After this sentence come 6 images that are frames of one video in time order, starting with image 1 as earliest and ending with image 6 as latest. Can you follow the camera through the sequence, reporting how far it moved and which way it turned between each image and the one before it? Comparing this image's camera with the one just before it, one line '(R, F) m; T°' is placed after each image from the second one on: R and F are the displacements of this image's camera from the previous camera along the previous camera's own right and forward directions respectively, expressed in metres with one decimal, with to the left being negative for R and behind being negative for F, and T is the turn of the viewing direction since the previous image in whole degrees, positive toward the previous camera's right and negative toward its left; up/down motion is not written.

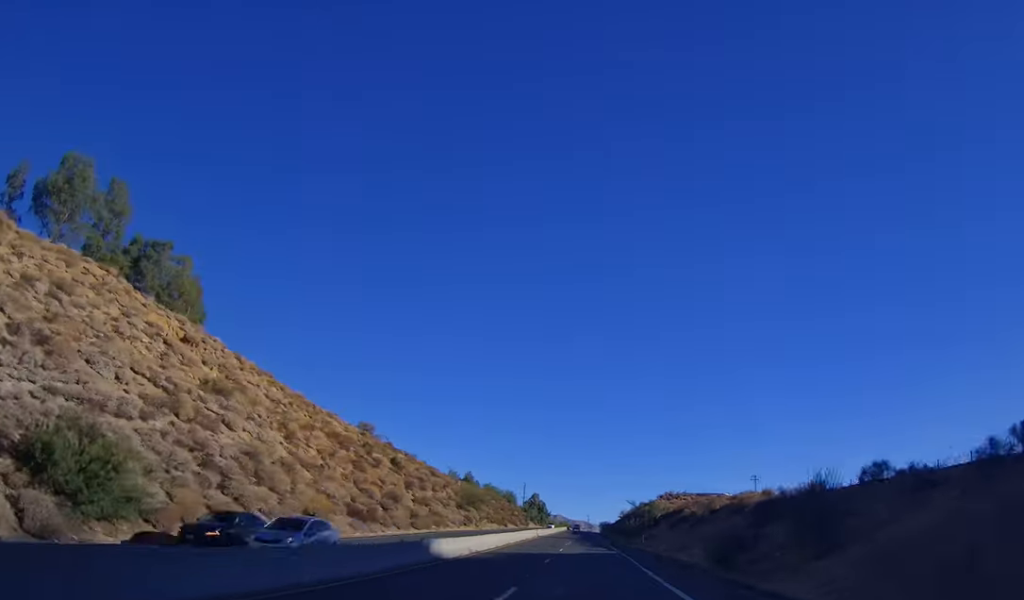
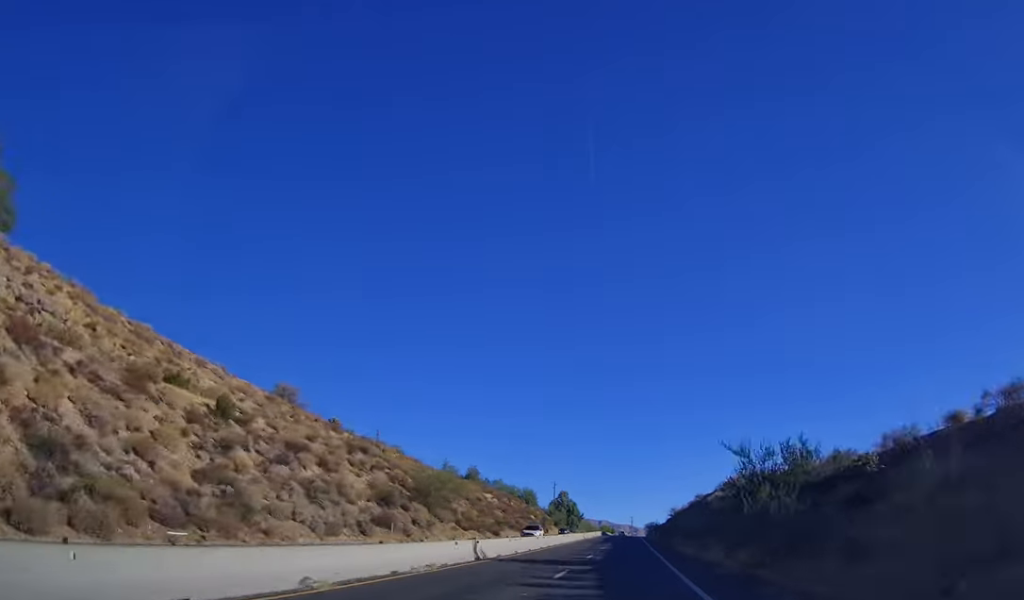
(-4.7, +51.8) m; -8°
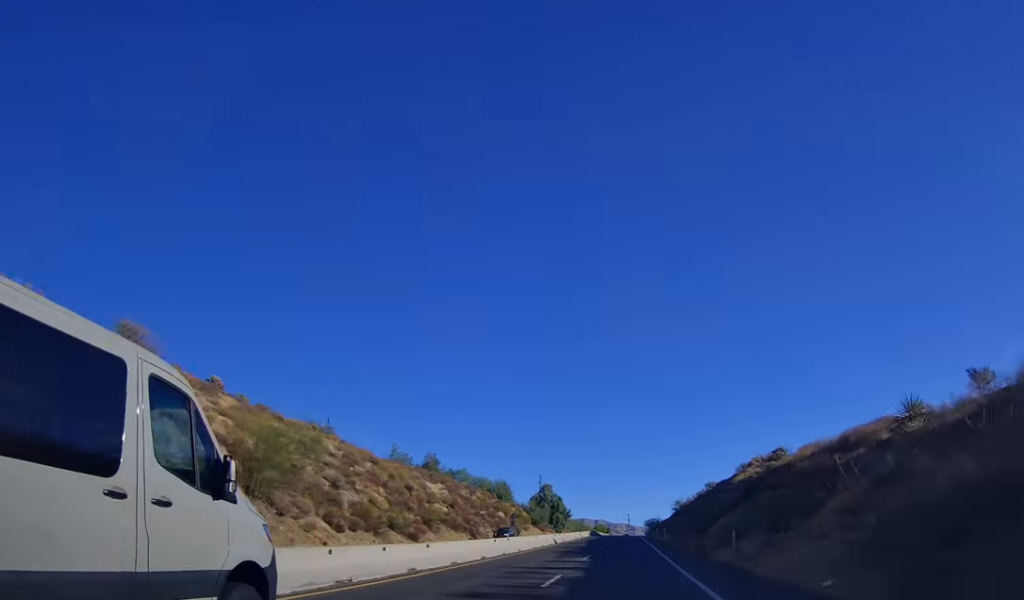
(-1.1, +32.8) m; -3°
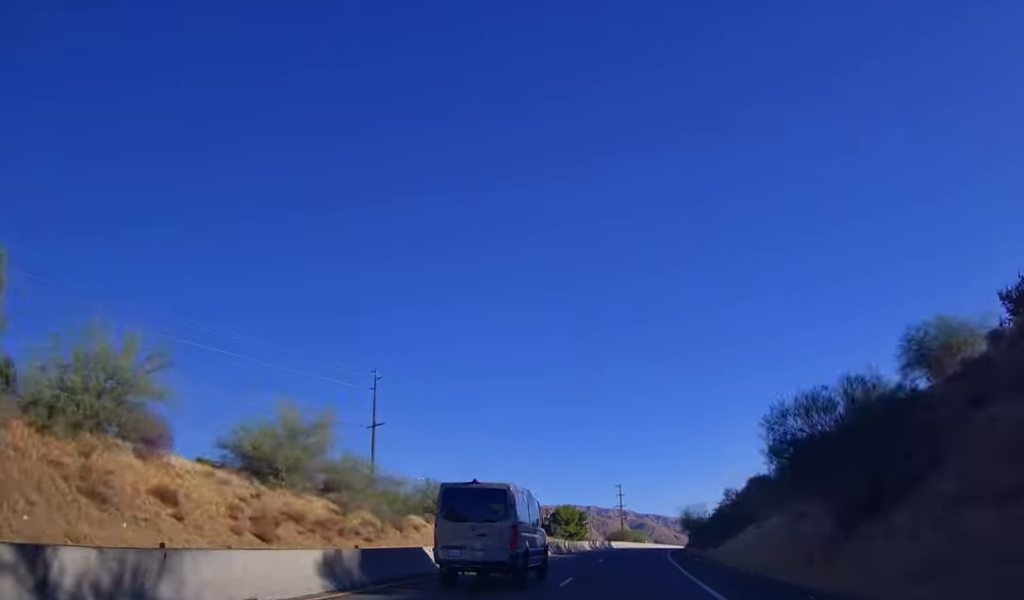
(-3.0, +159.3) m; -1°
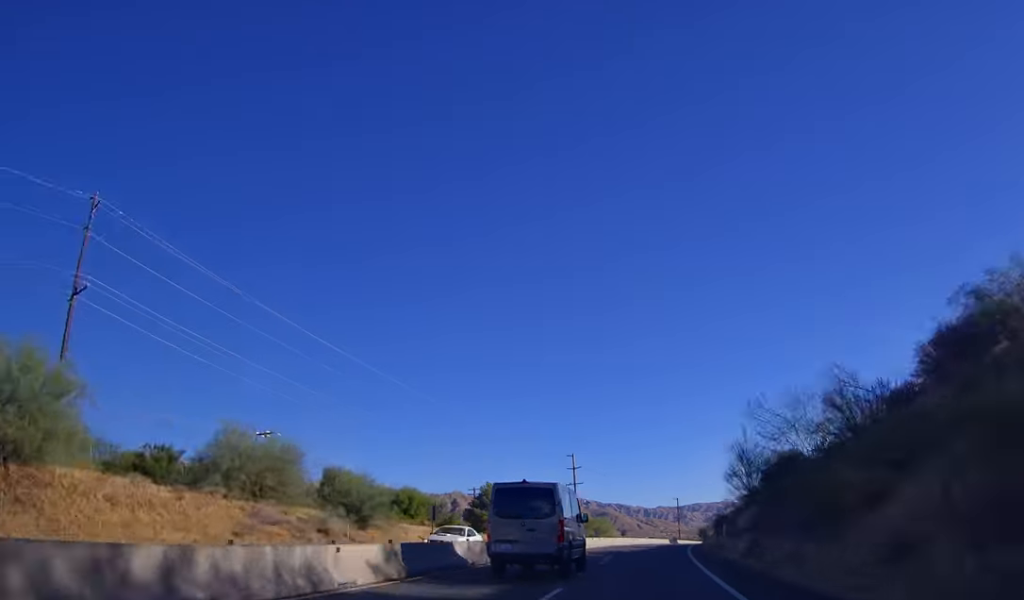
(+0.3, +50.2) m; +1°
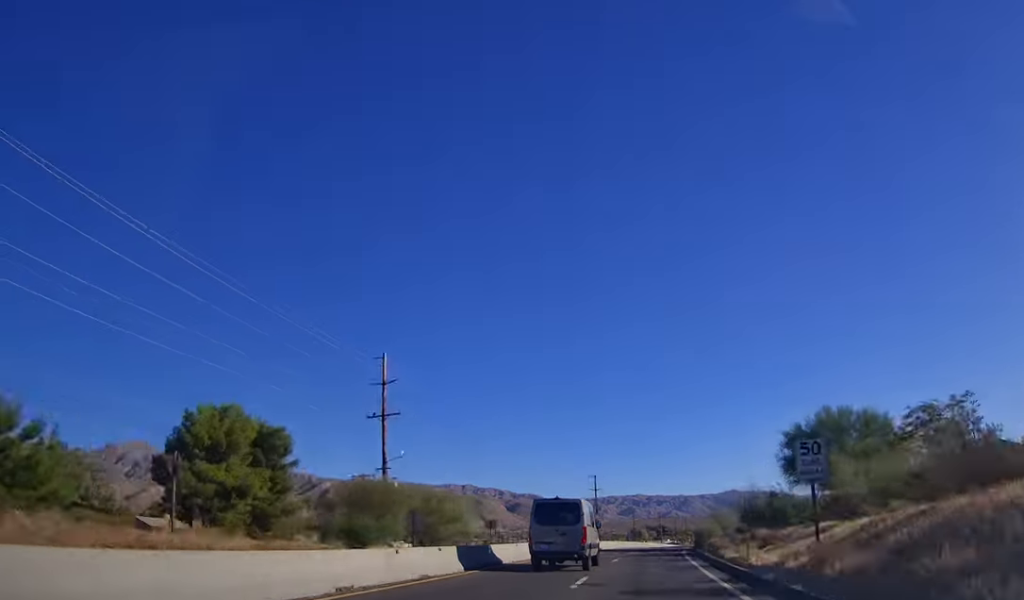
(+2.2, +70.0) m; +6°
